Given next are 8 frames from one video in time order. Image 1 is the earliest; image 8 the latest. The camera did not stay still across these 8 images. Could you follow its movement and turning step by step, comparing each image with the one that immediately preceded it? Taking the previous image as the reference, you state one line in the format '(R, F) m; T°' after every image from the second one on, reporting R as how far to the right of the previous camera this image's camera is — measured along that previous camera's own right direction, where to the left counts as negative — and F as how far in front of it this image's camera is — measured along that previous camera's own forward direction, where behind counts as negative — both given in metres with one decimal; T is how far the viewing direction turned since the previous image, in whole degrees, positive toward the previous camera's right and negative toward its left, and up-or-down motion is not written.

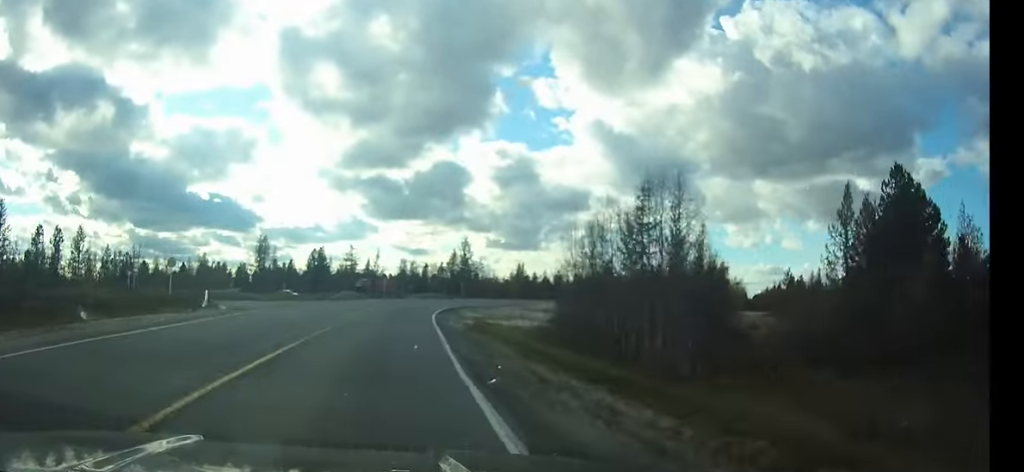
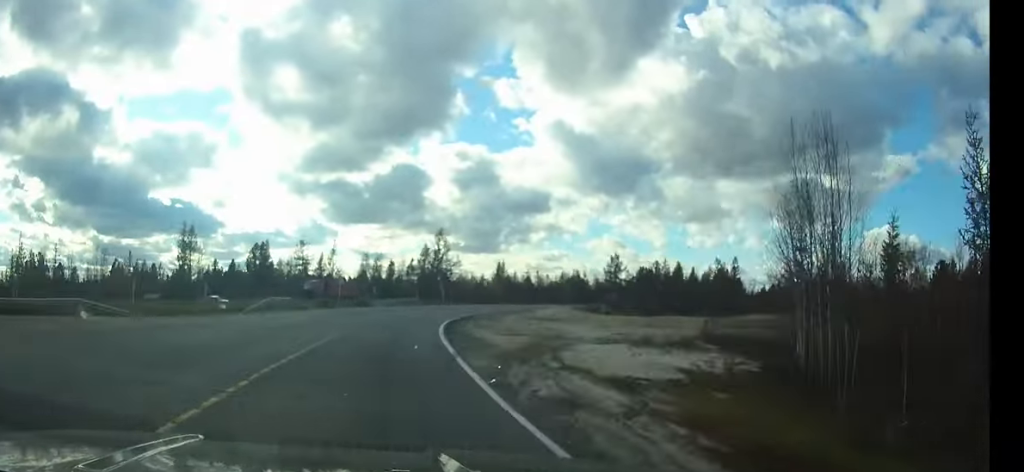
(+1.4, +25.2) m; +7°
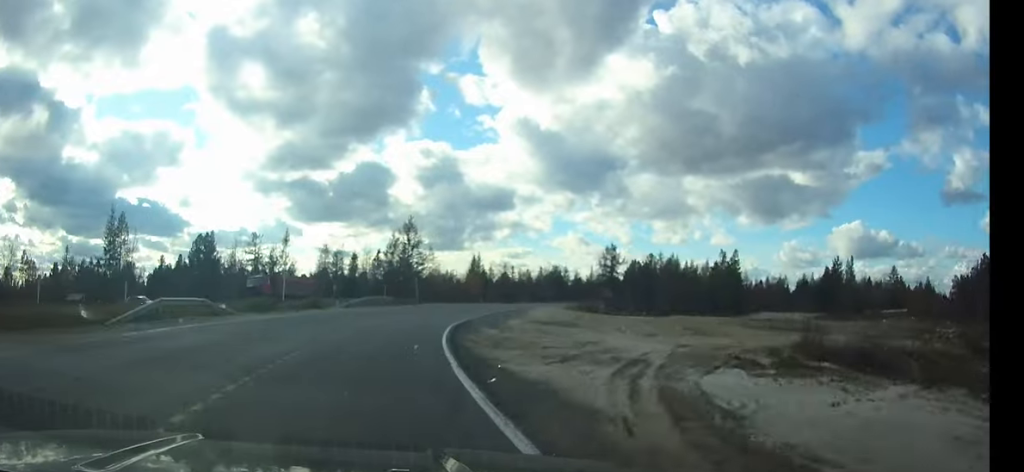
(+0.3, +14.7) m; +4°
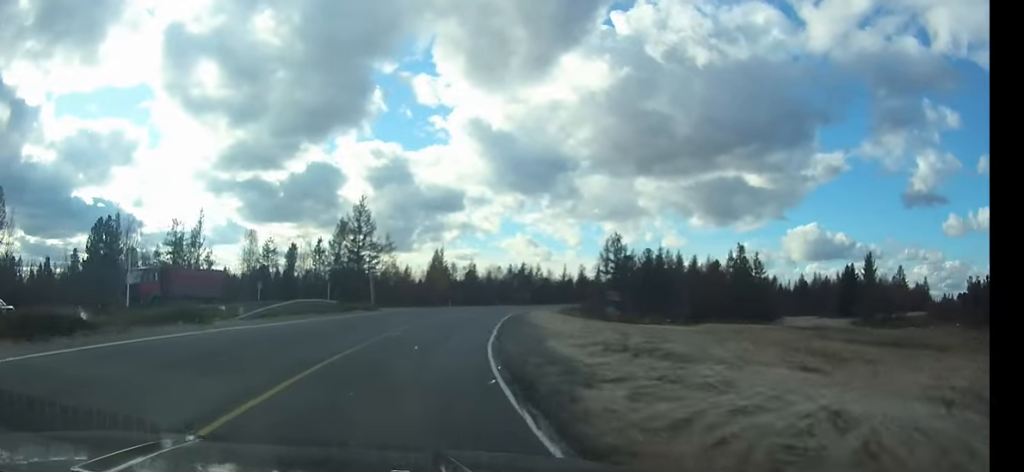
(+1.1, +21.4) m; +6°
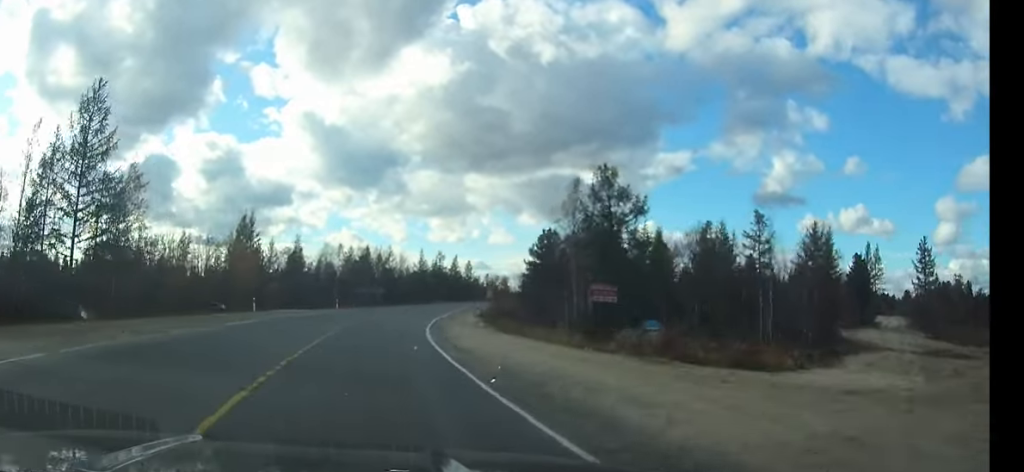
(+4.9, +41.0) m; +13°
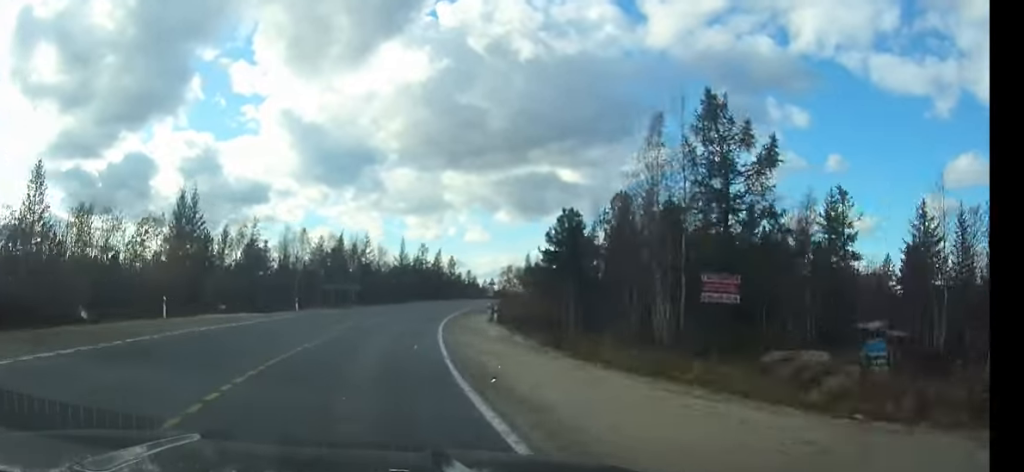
(+0.4, +14.7) m; +4°
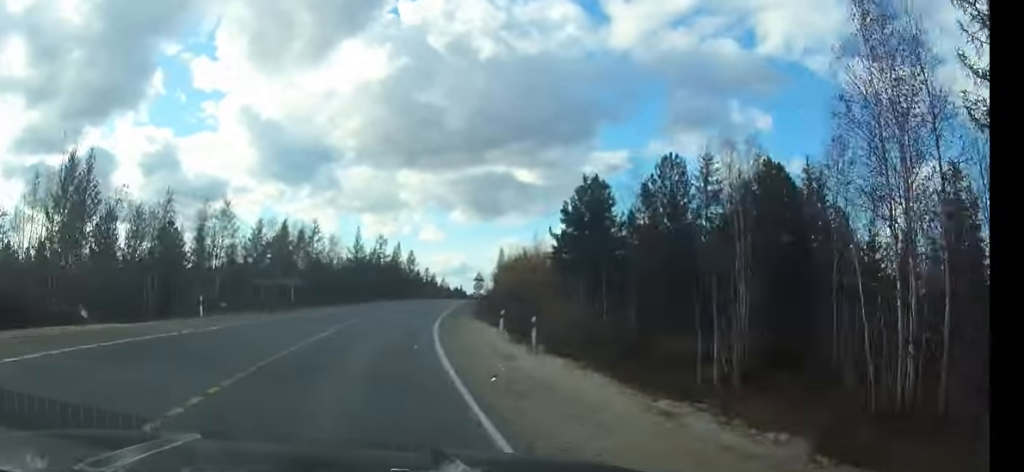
(+0.7, +16.4) m; +3°
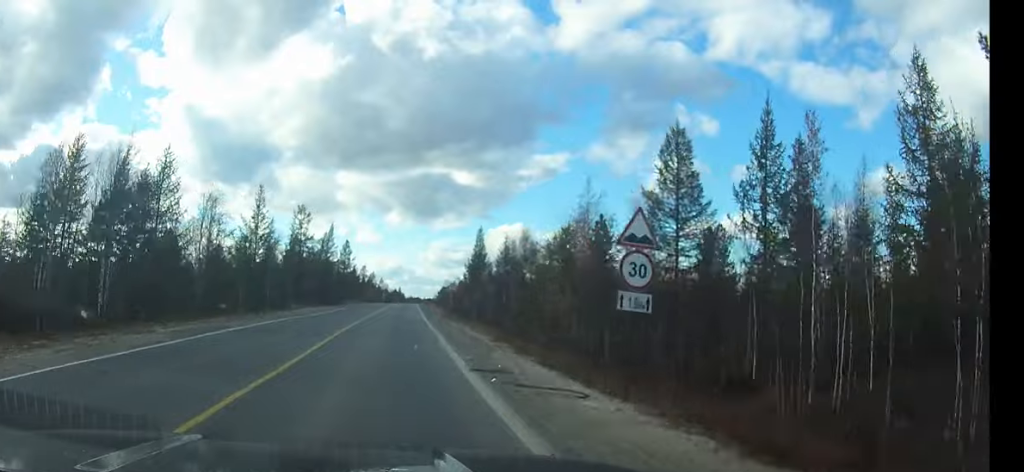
(+1.6, +34.4) m; +5°
